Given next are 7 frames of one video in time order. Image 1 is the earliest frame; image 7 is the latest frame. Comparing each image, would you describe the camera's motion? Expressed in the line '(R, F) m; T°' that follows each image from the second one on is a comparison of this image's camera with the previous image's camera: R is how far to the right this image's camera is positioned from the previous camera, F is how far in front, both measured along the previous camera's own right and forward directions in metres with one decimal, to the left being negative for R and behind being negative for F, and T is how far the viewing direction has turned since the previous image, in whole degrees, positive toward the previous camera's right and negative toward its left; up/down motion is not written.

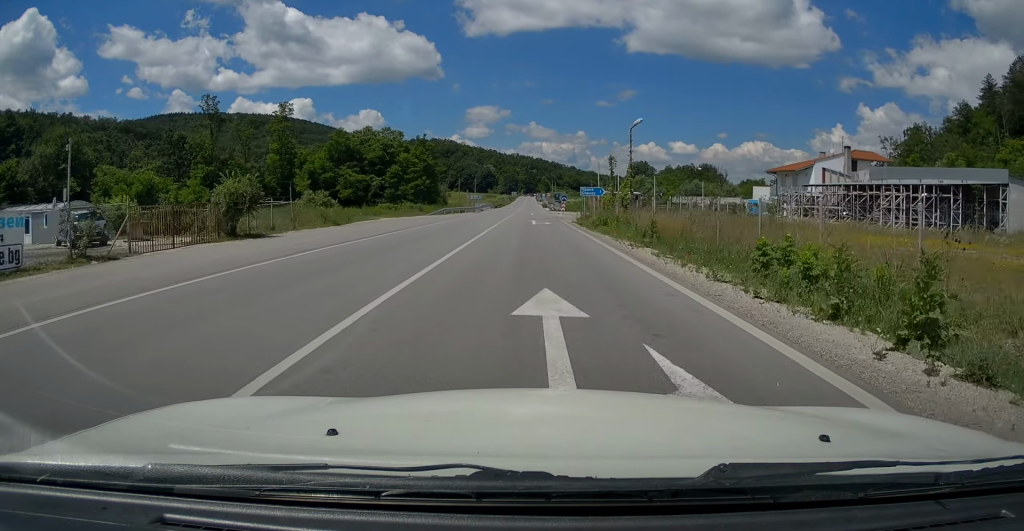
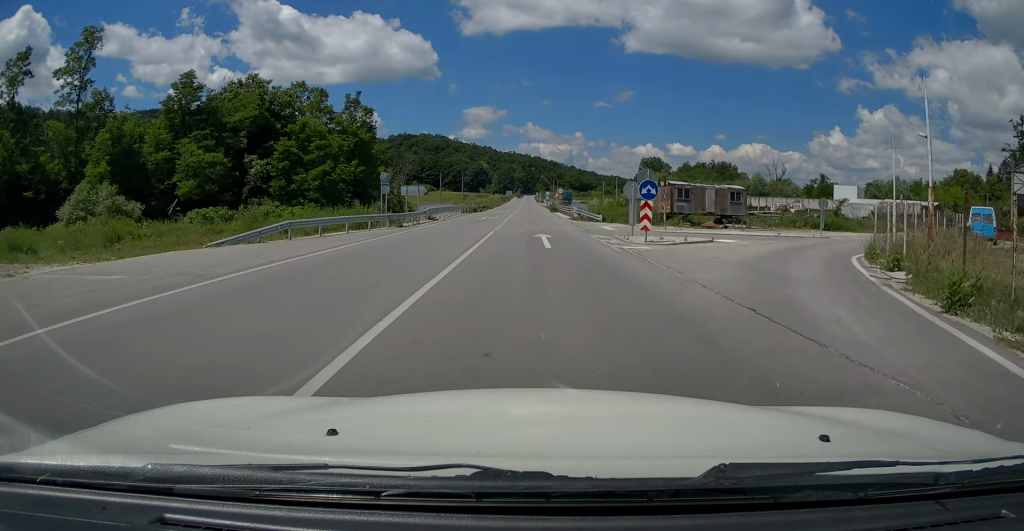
(0.0, +44.8) m; 0°
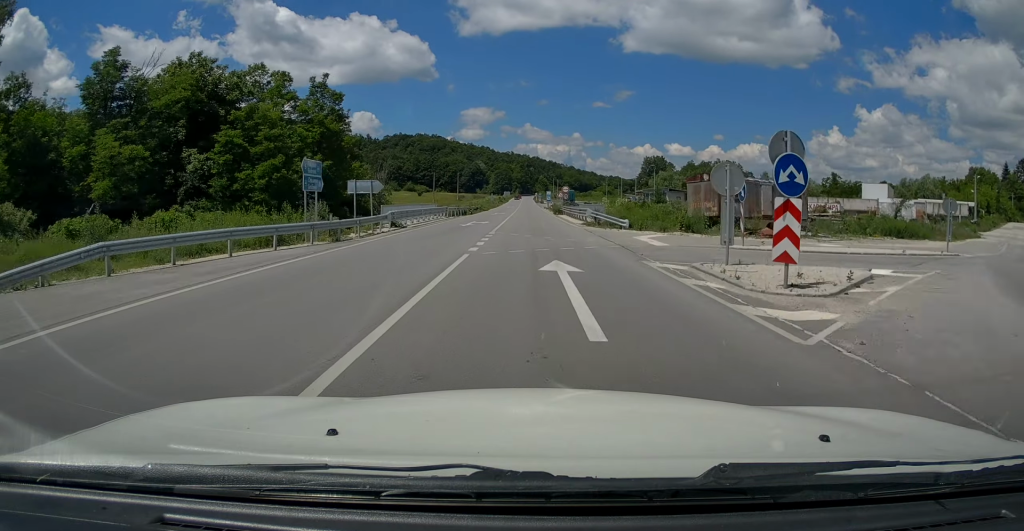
(0.0, +11.0) m; 0°
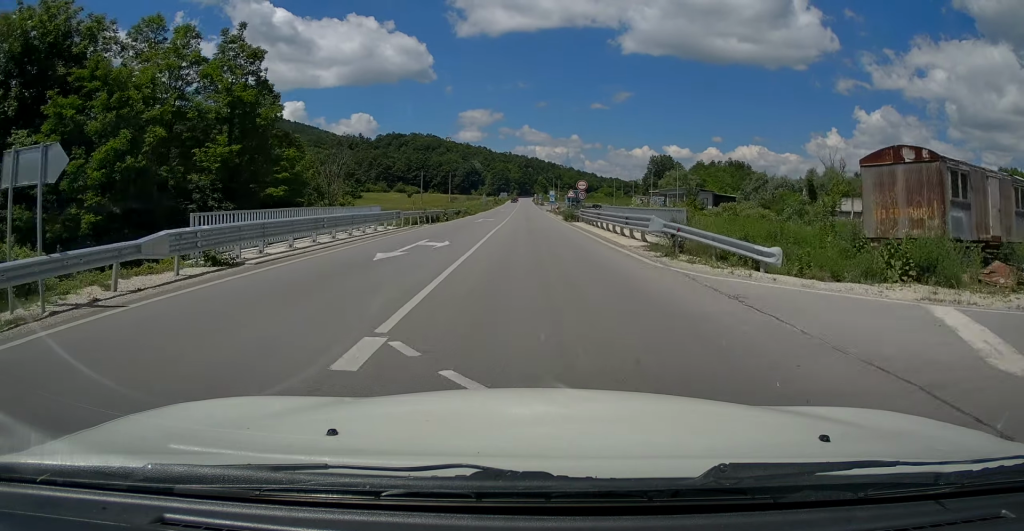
(0.0, +18.6) m; 0°
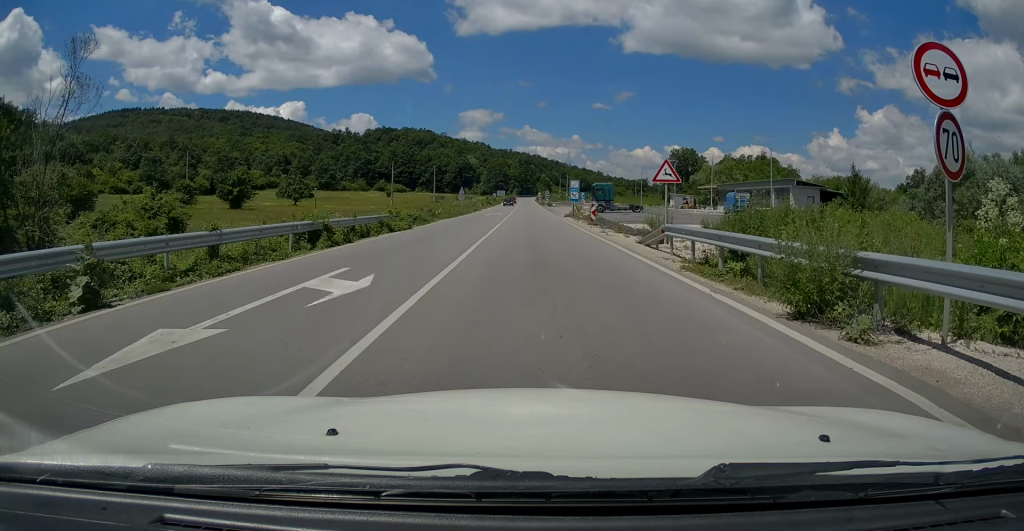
(+0.4, +36.9) m; +1°
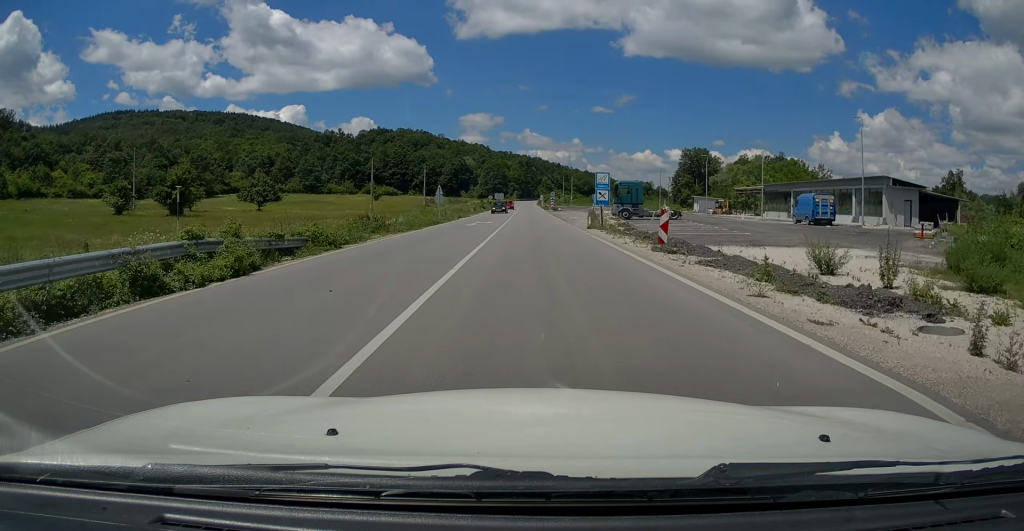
(+0.1, +17.1) m; 0°
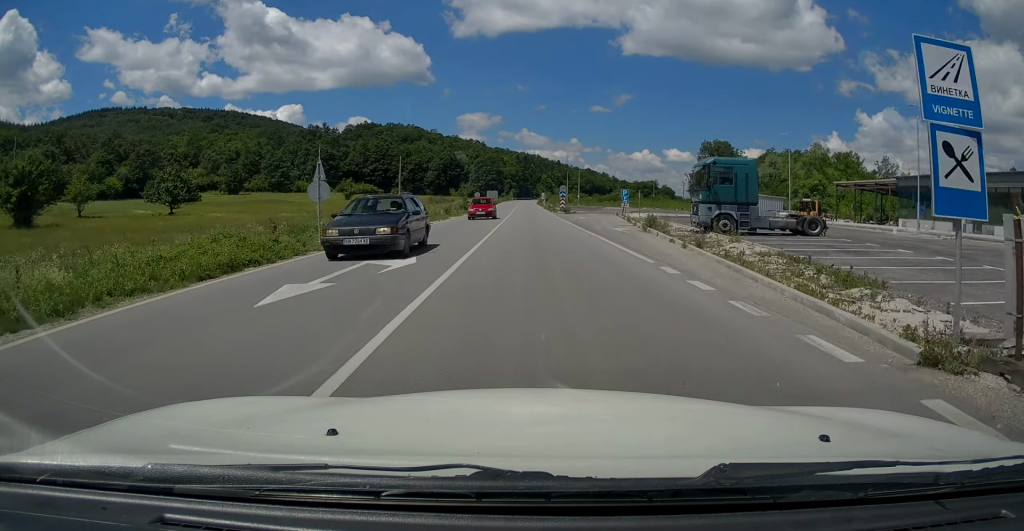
(-0.4, +26.7) m; -1°
